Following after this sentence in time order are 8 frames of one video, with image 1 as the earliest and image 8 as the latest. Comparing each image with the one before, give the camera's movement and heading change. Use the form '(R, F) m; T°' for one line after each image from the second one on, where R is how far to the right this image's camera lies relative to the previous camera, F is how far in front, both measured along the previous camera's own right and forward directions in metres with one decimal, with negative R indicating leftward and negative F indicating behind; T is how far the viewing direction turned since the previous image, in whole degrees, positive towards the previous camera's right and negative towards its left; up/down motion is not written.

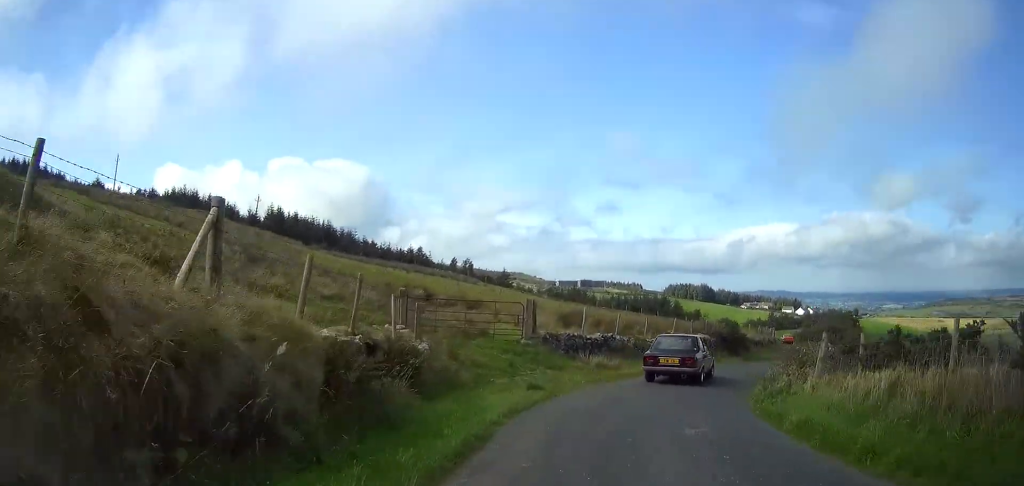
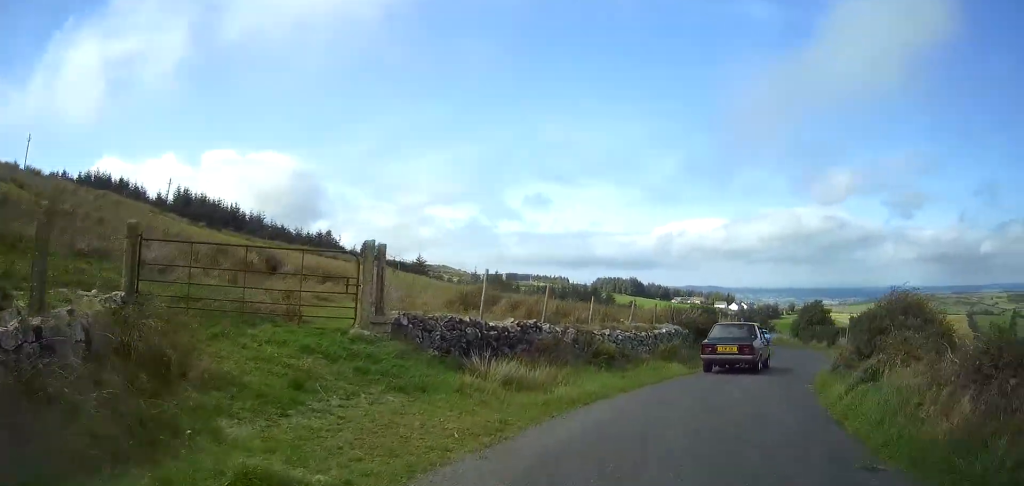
(+0.9, +10.1) m; +11°
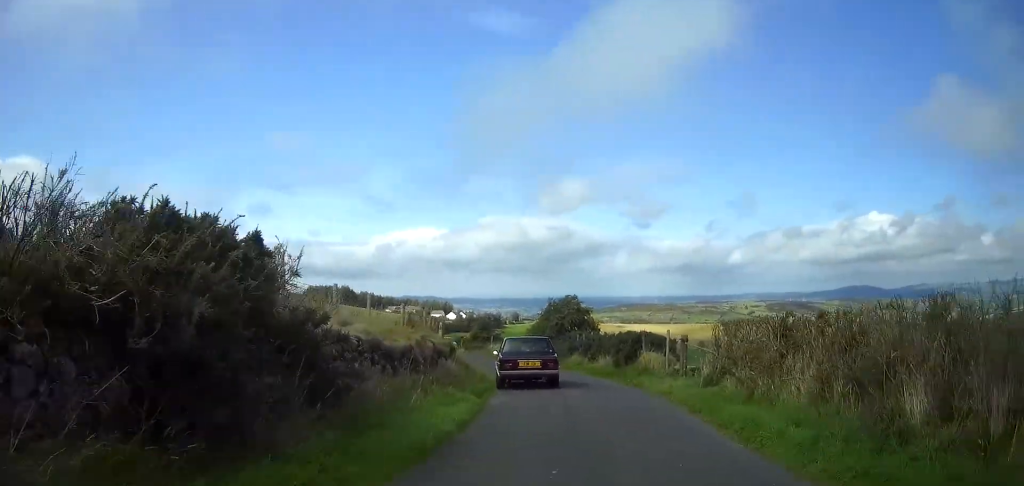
(+2.8, +20.6) m; +7°
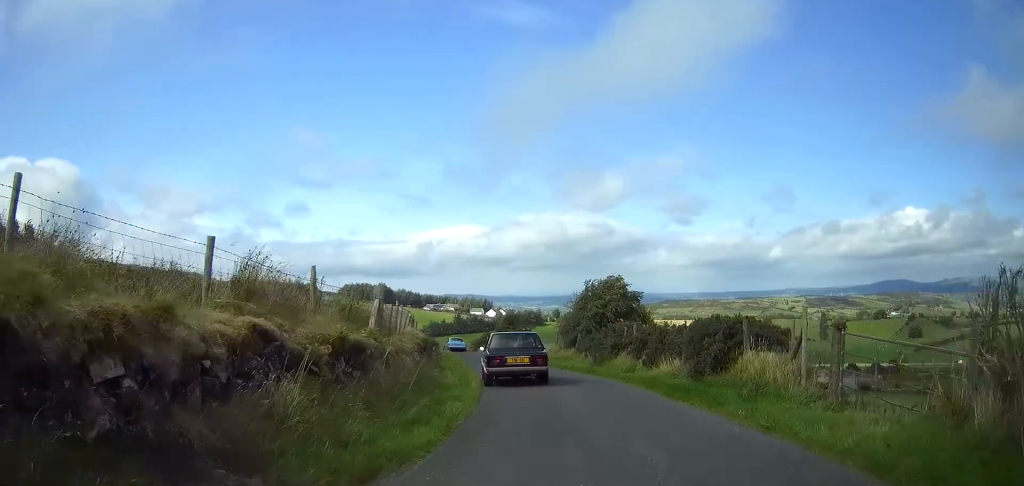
(-0.2, +9.9) m; -3°
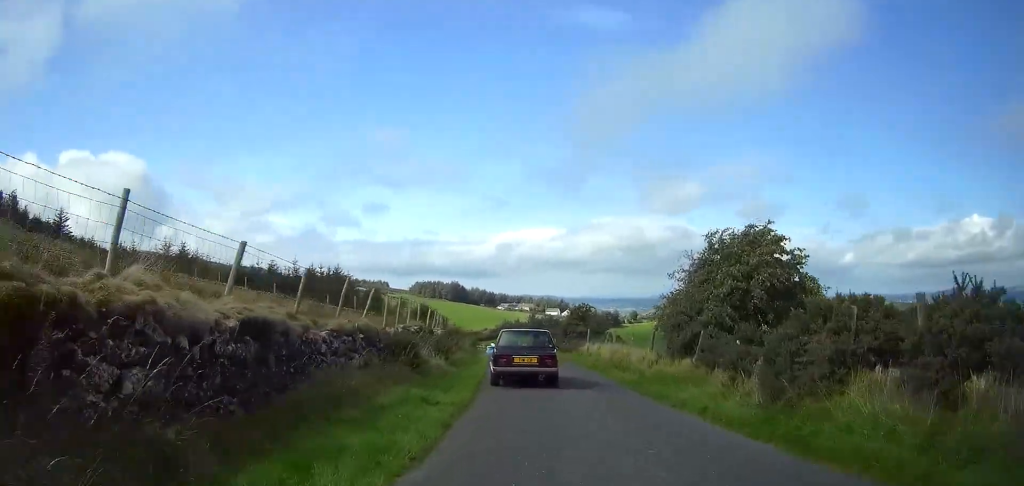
(-0.7, +15.0) m; -5°
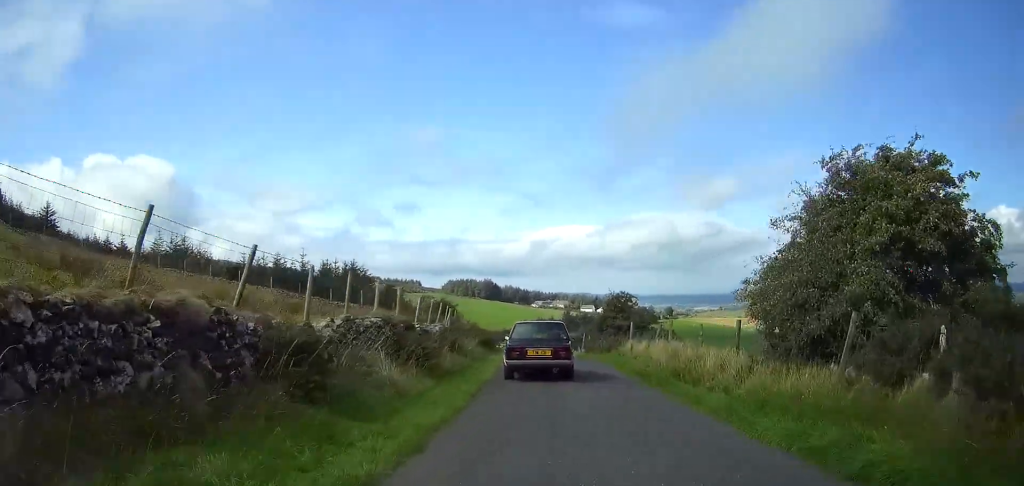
(-0.1, +7.1) m; -2°
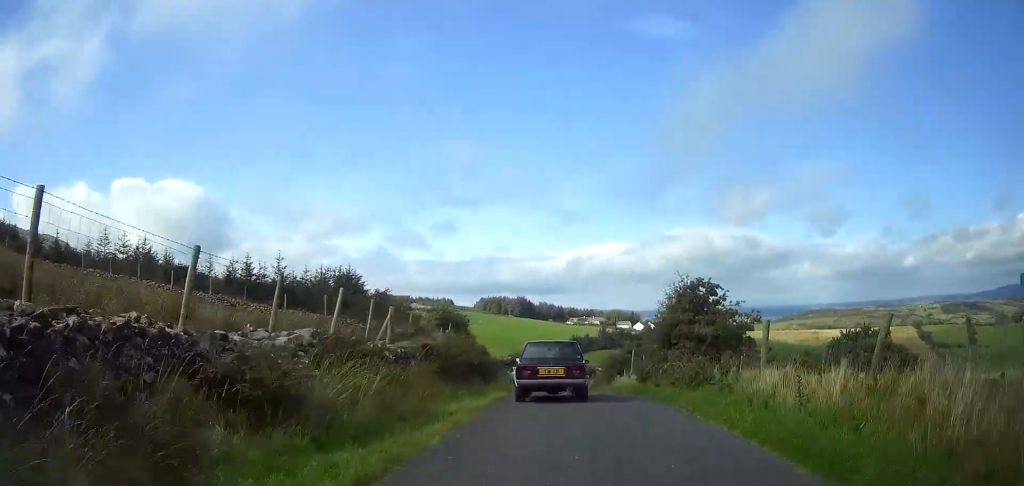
(-0.5, +14.2) m; -3°
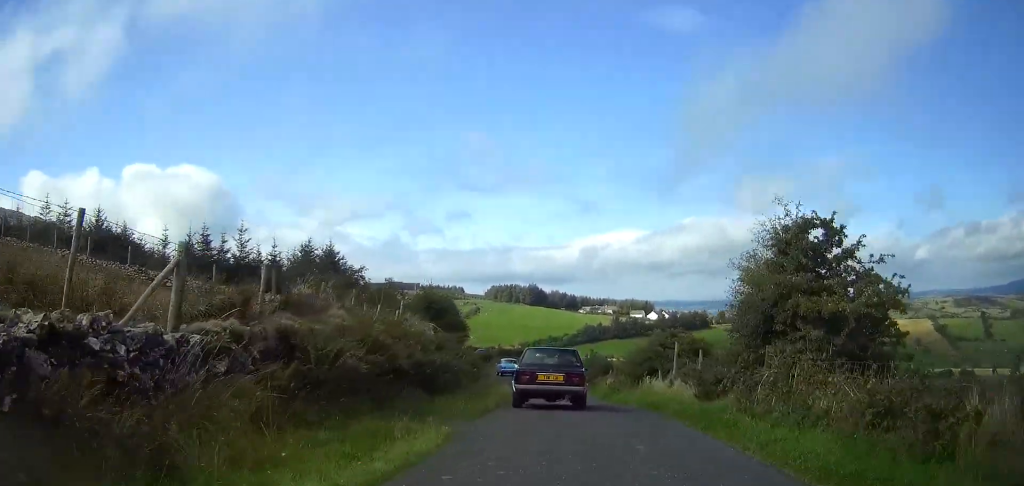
(-0.1, +9.5) m; -1°
